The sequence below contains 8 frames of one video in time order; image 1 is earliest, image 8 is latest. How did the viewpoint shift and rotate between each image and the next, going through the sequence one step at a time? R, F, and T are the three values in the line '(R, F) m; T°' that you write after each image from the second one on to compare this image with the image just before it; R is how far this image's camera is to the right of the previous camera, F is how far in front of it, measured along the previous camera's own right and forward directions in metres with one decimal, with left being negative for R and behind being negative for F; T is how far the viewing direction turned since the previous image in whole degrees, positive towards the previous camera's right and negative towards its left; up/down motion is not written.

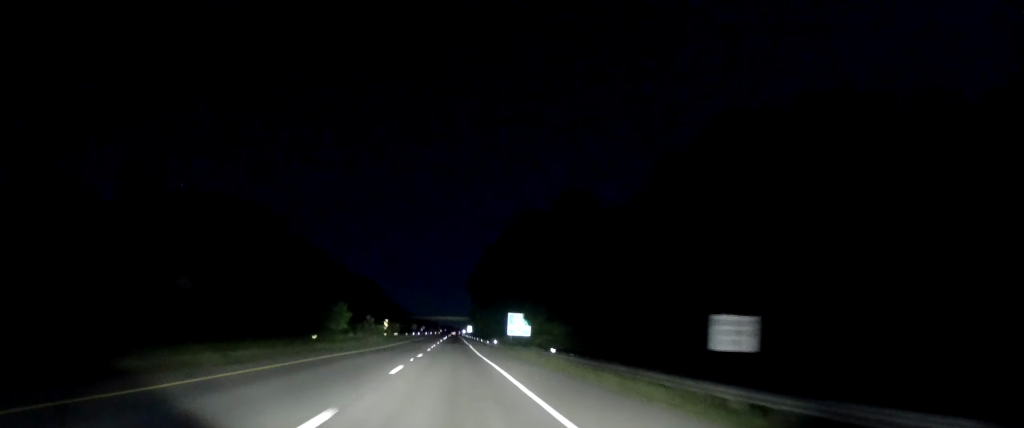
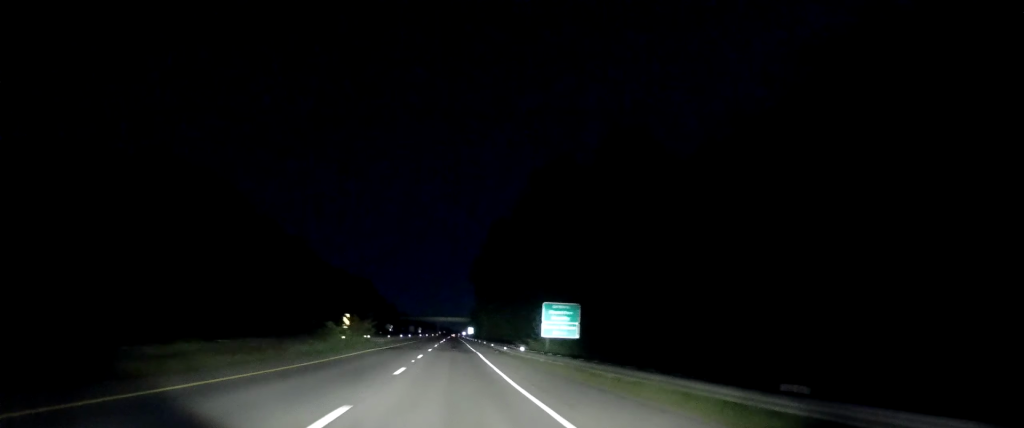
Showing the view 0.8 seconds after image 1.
(0.0, +23.5) m; 0°
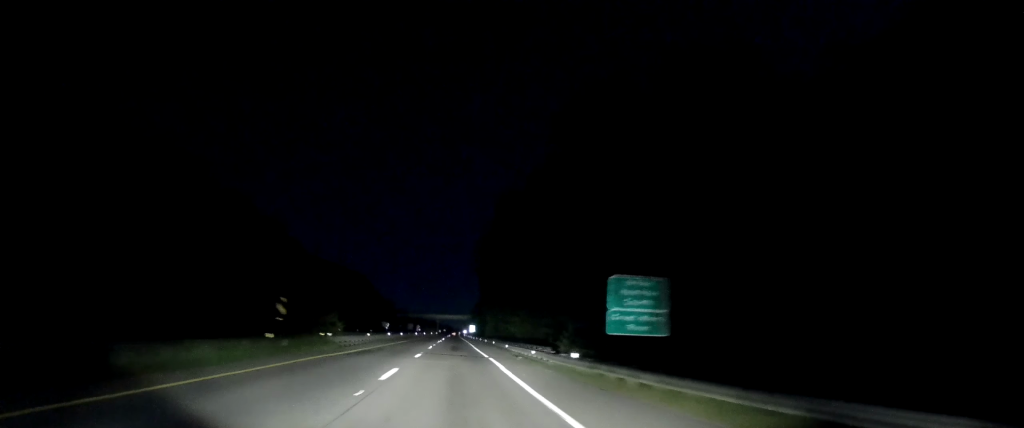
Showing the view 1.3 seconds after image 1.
(+0.4, +15.7) m; +1°
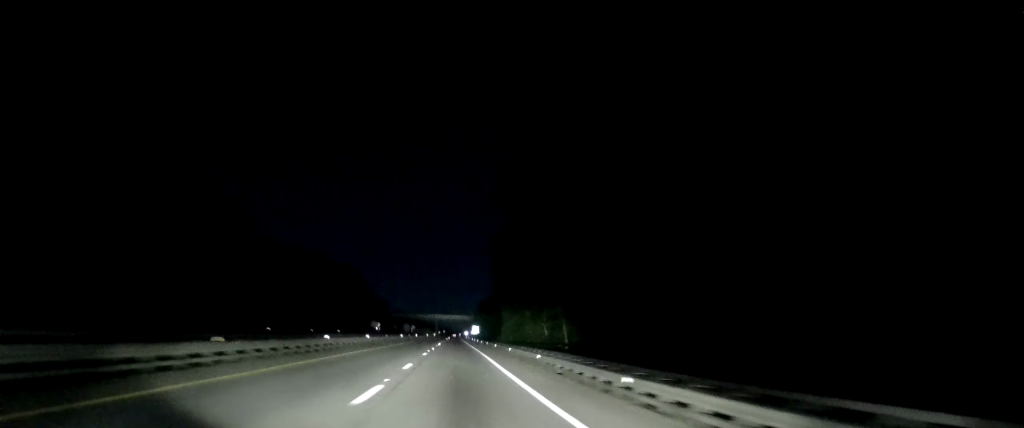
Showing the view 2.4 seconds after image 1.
(-0.3, +31.3) m; 0°
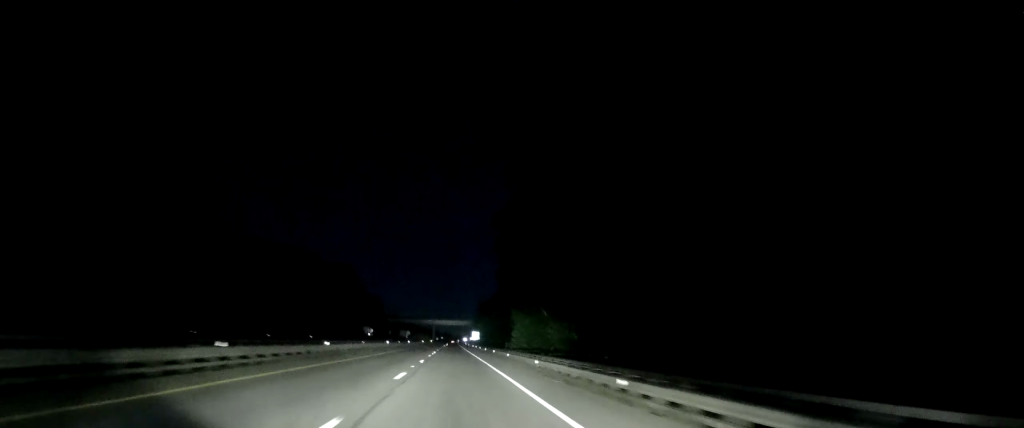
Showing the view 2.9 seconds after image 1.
(+0.2, +14.7) m; 0°
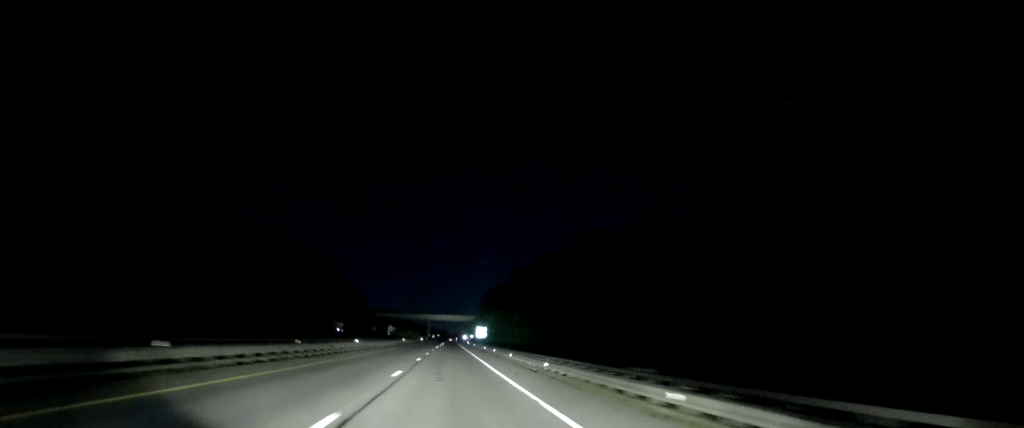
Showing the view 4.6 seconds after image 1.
(+0.1, +49.0) m; -1°
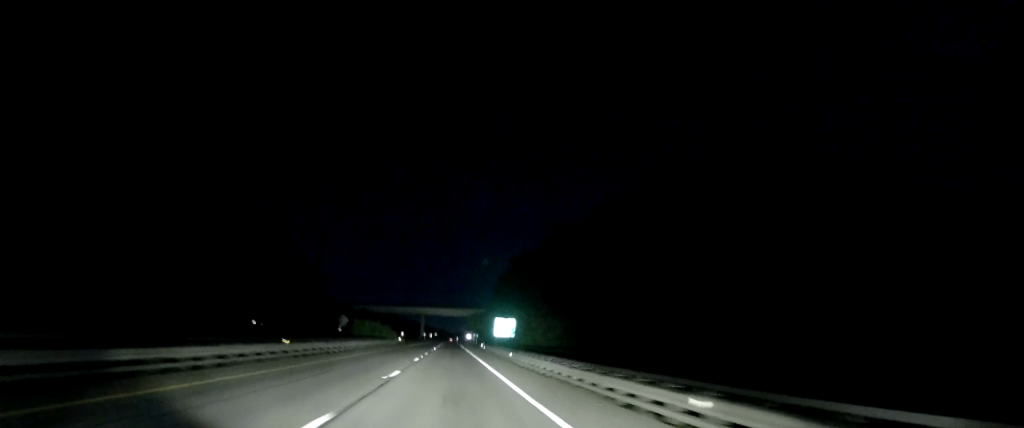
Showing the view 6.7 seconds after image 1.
(-0.8, +62.2) m; 0°
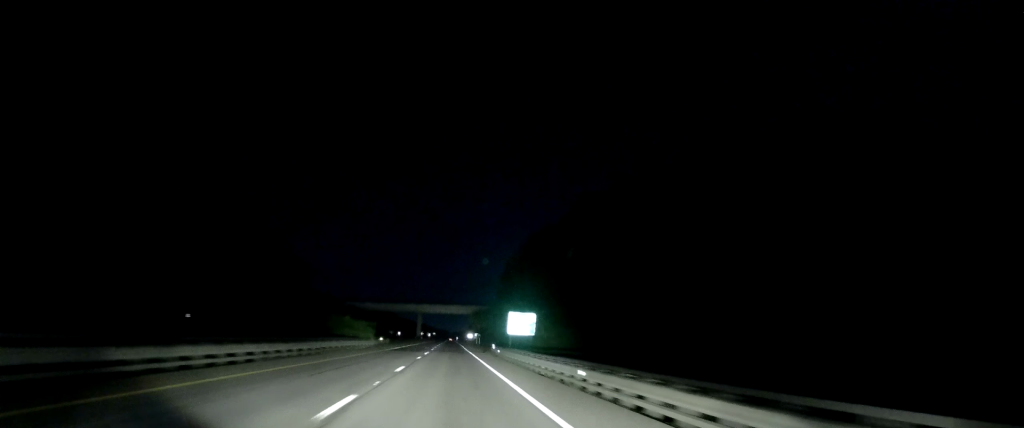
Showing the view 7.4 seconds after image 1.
(+0.4, +22.0) m; 0°
